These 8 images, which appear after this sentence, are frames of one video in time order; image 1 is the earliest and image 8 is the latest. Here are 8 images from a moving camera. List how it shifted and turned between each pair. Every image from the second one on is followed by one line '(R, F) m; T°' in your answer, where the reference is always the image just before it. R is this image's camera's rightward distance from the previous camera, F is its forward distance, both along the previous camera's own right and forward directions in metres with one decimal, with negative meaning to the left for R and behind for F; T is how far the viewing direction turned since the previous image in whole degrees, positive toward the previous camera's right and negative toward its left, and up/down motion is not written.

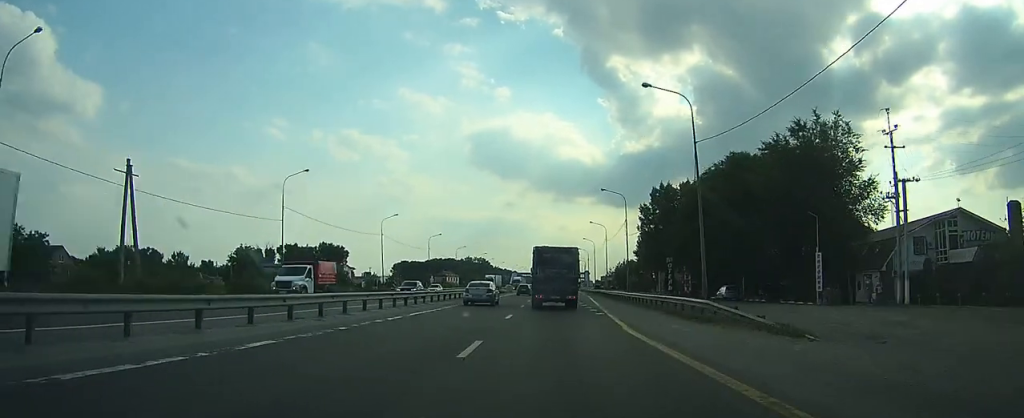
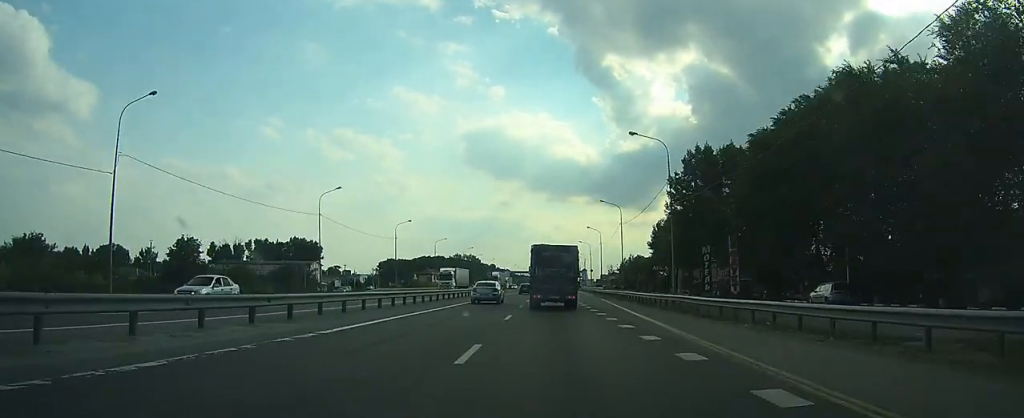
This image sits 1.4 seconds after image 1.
(+0.1, +25.1) m; +1°
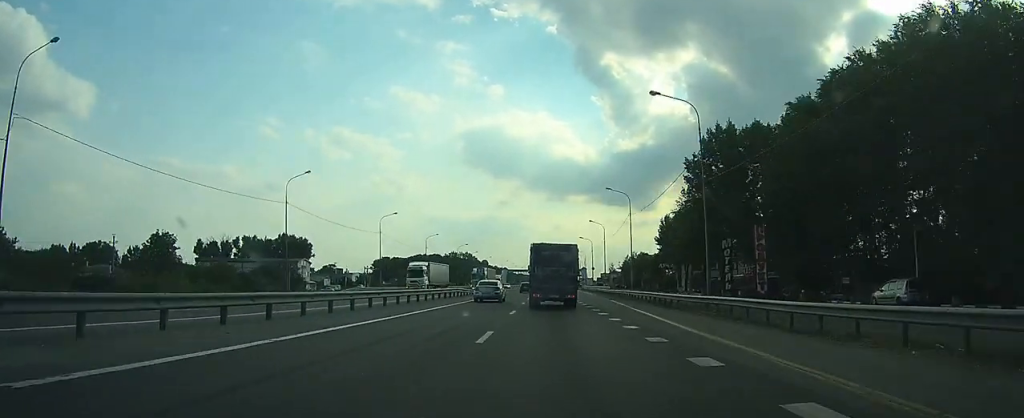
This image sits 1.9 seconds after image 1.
(+0.1, +9.0) m; 0°
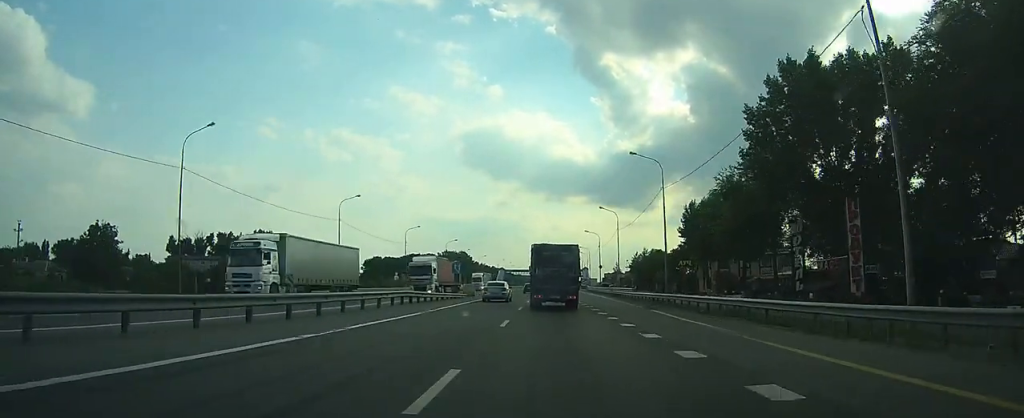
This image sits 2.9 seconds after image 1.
(0.0, +18.9) m; 0°
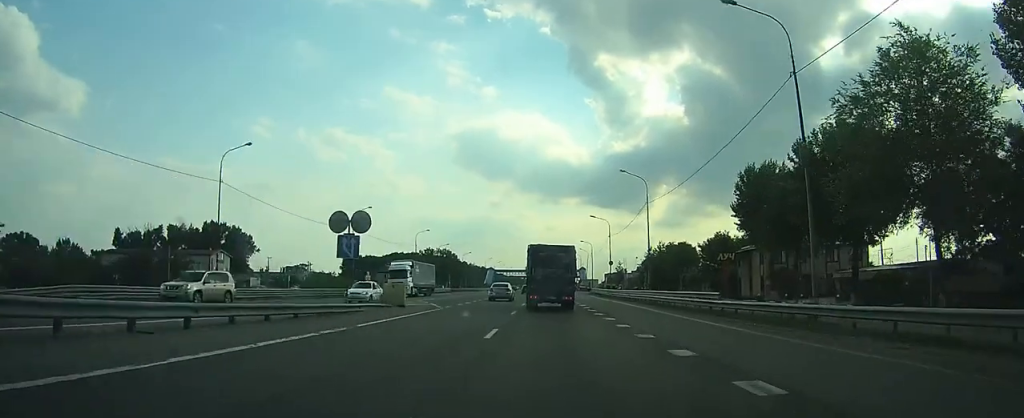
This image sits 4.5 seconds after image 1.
(+0.1, +27.8) m; 0°
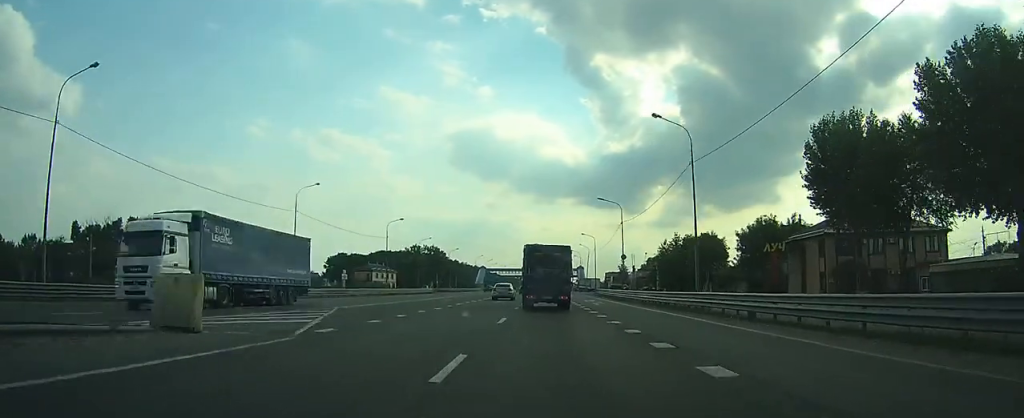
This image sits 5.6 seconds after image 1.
(+0.1, +18.4) m; +1°
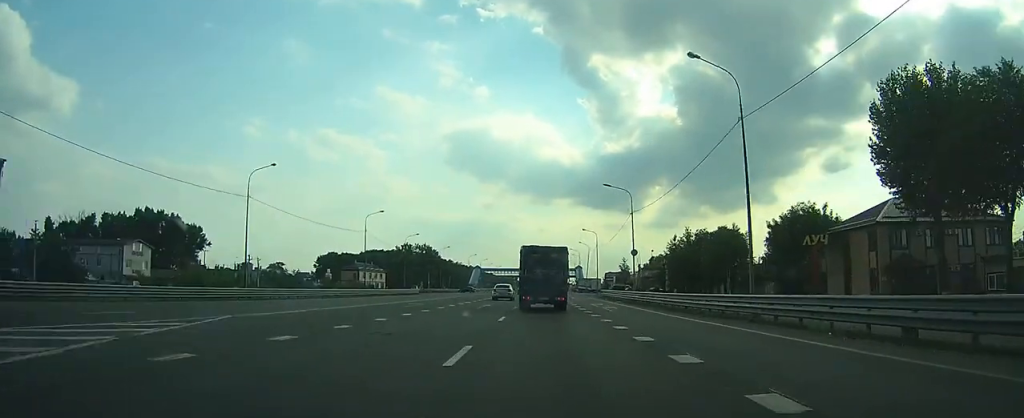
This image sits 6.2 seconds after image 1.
(0.0, +10.3) m; 0°
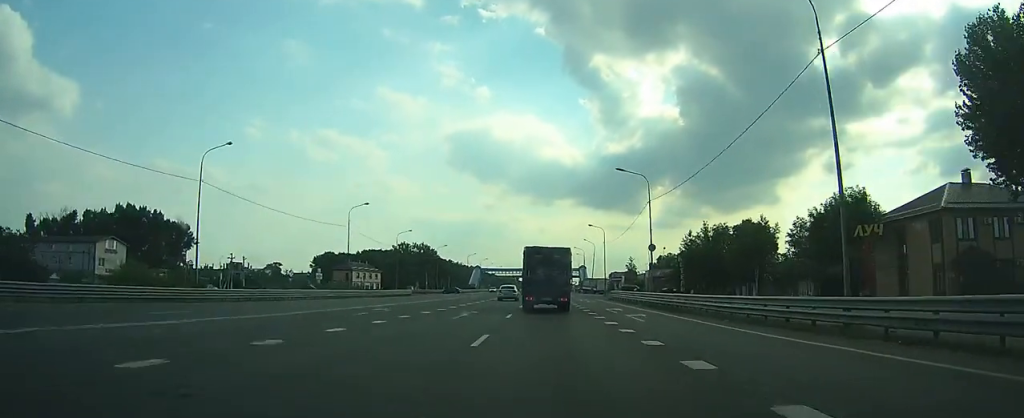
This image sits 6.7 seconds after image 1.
(+0.1, +8.6) m; 0°
